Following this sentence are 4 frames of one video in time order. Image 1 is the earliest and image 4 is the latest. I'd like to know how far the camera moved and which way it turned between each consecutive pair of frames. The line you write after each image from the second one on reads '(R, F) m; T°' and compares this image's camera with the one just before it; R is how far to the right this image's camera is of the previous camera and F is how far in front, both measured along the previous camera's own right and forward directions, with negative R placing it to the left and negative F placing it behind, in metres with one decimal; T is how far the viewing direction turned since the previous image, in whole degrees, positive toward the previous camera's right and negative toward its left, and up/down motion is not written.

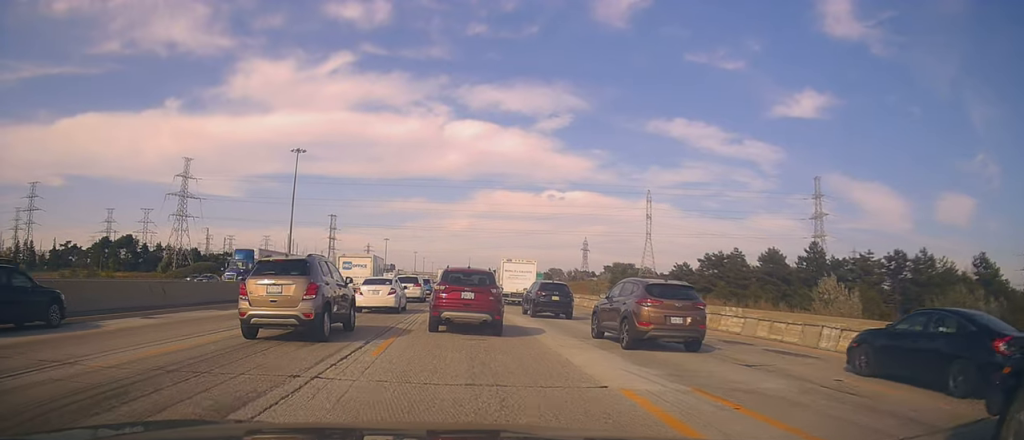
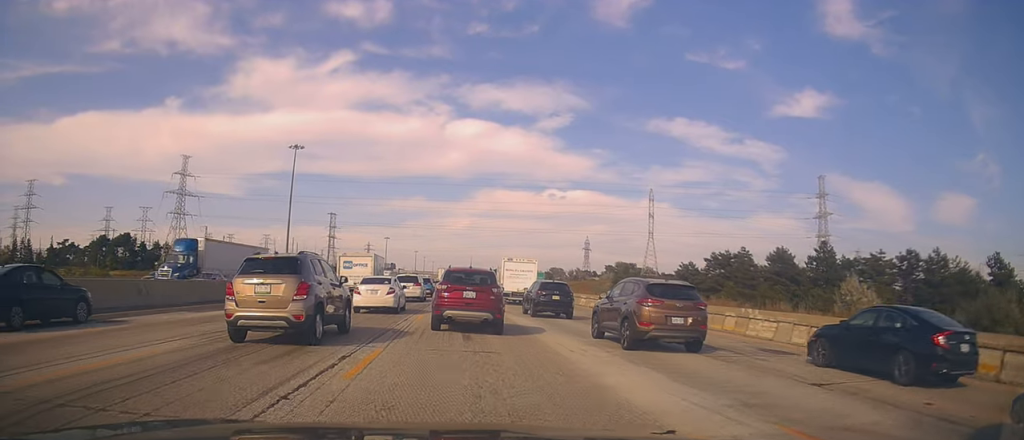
(-0.1, +2.1) m; -1°
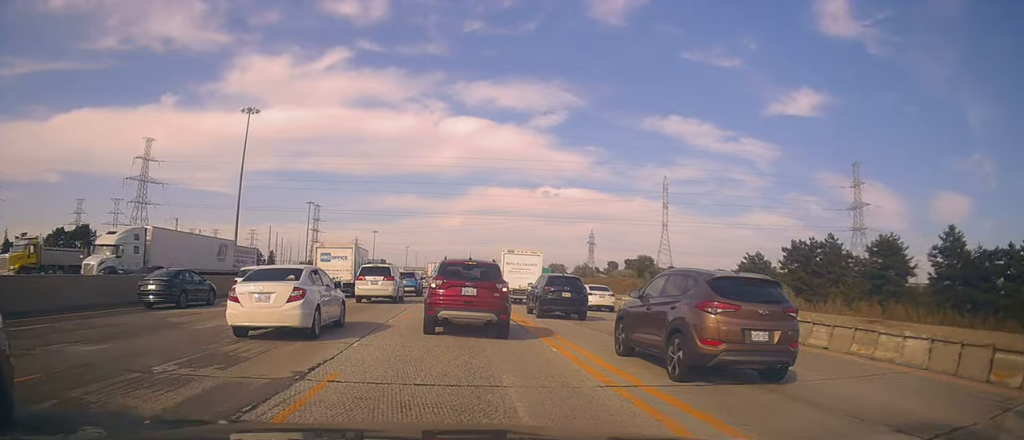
(+2.8, +25.2) m; +6°
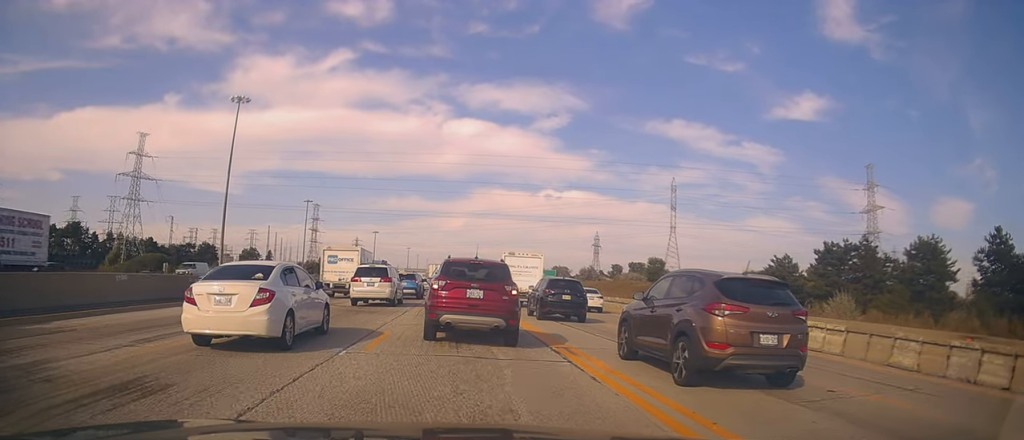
(-0.2, +8.0) m; -3°
